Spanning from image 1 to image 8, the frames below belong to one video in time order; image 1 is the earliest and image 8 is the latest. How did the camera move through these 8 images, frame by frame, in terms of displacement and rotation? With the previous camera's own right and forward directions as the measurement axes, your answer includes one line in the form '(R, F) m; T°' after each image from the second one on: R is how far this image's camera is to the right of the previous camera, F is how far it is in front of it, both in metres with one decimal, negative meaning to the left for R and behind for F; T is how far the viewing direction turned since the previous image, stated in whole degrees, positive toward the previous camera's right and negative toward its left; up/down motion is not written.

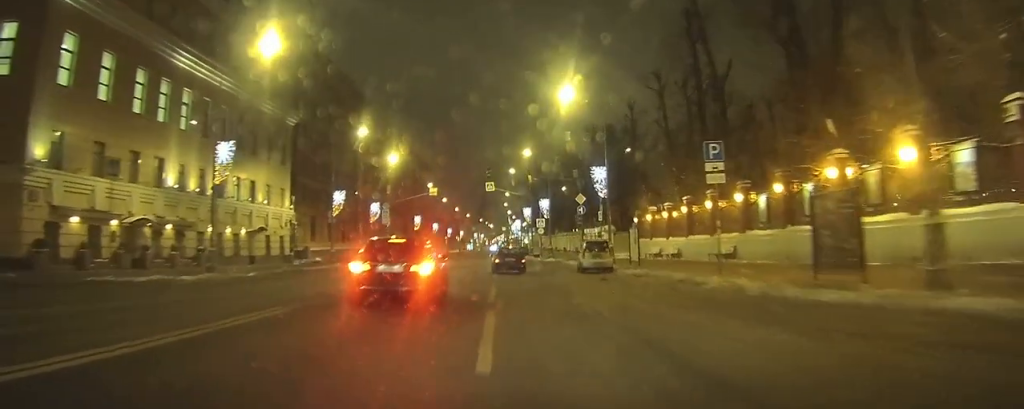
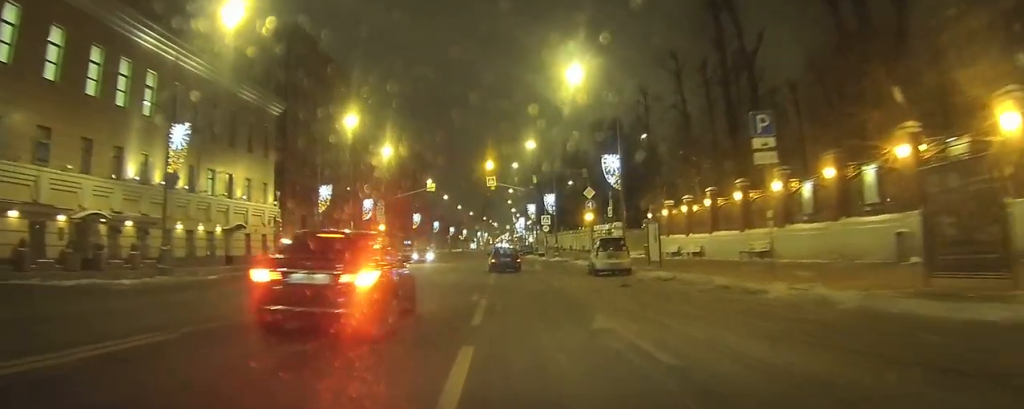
(0.0, +4.3) m; -1°
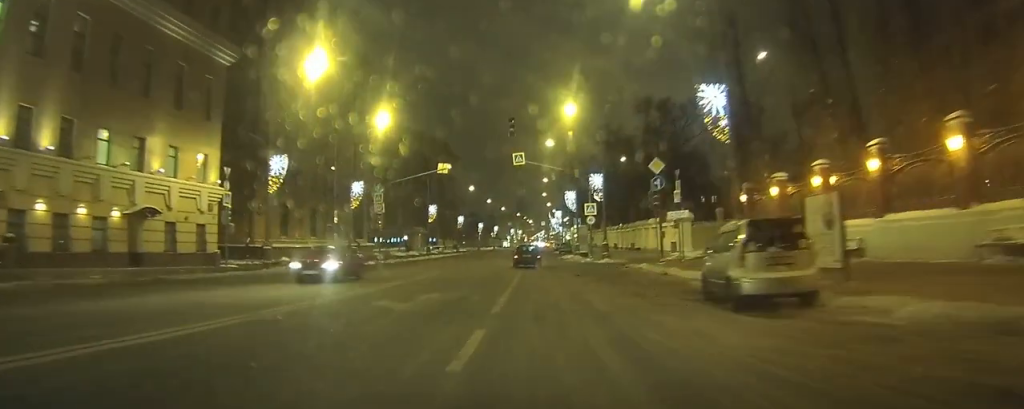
(-0.5, +14.7) m; -3°
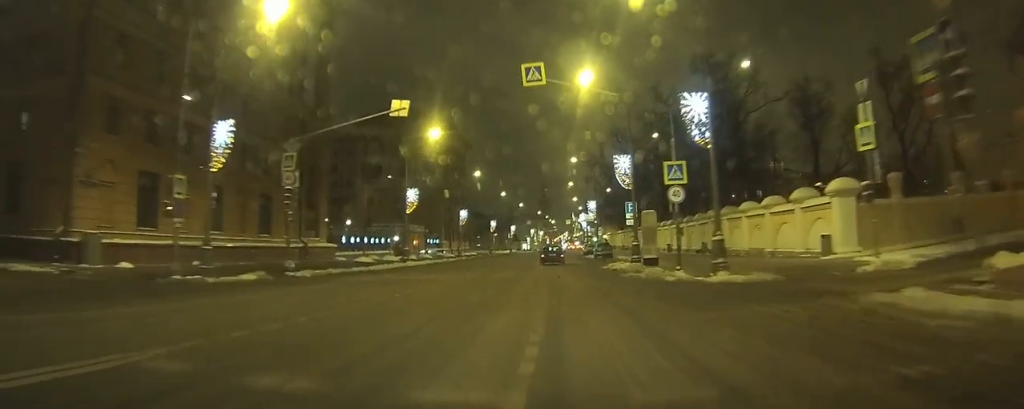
(-0.5, +24.0) m; 0°
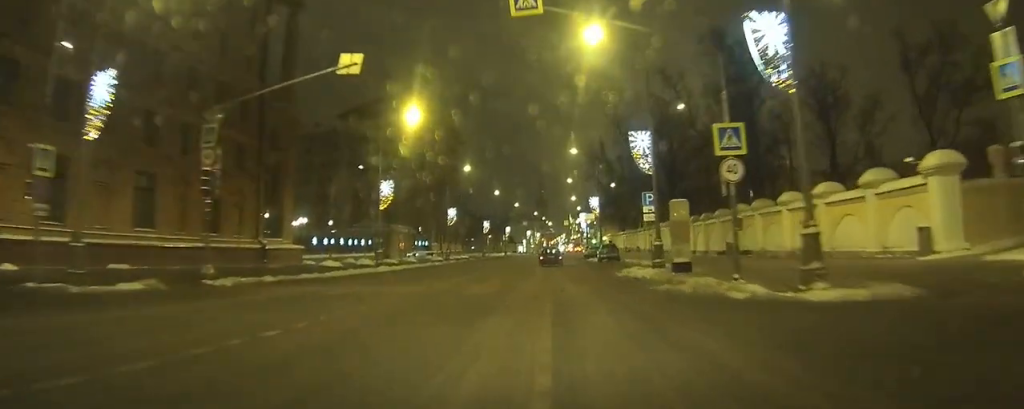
(+0.1, +7.8) m; 0°
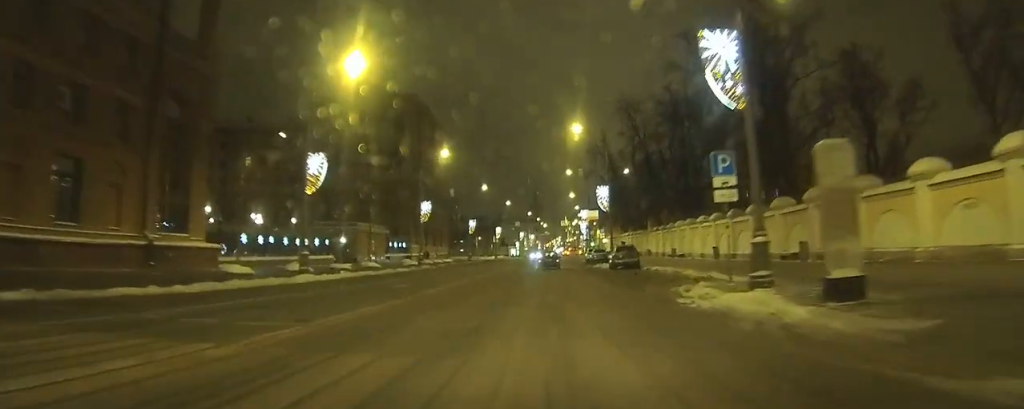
(0.0, +13.7) m; 0°
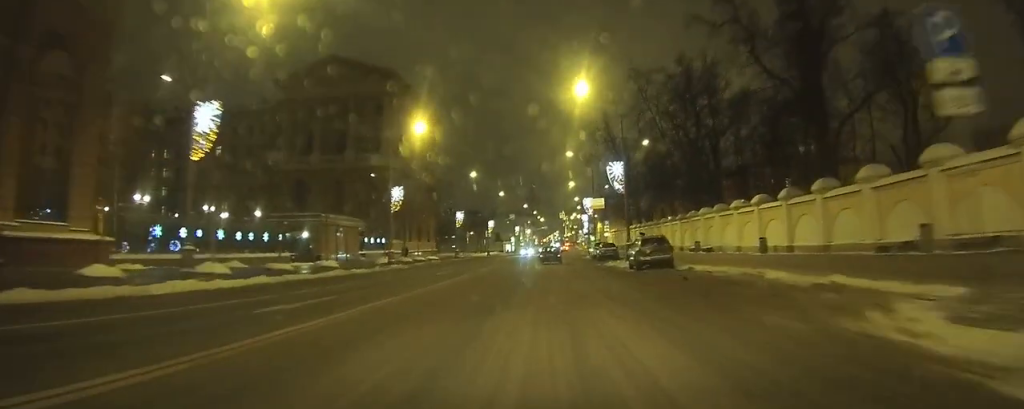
(+0.1, +10.8) m; 0°
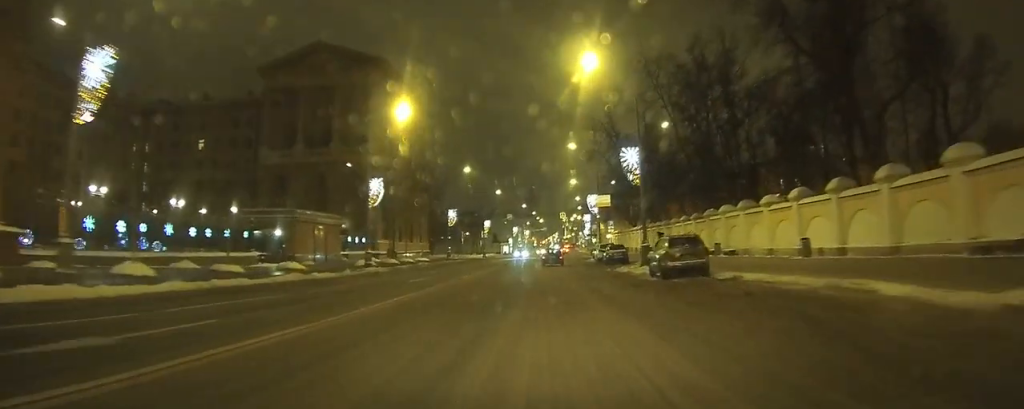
(0.0, +6.3) m; 0°
